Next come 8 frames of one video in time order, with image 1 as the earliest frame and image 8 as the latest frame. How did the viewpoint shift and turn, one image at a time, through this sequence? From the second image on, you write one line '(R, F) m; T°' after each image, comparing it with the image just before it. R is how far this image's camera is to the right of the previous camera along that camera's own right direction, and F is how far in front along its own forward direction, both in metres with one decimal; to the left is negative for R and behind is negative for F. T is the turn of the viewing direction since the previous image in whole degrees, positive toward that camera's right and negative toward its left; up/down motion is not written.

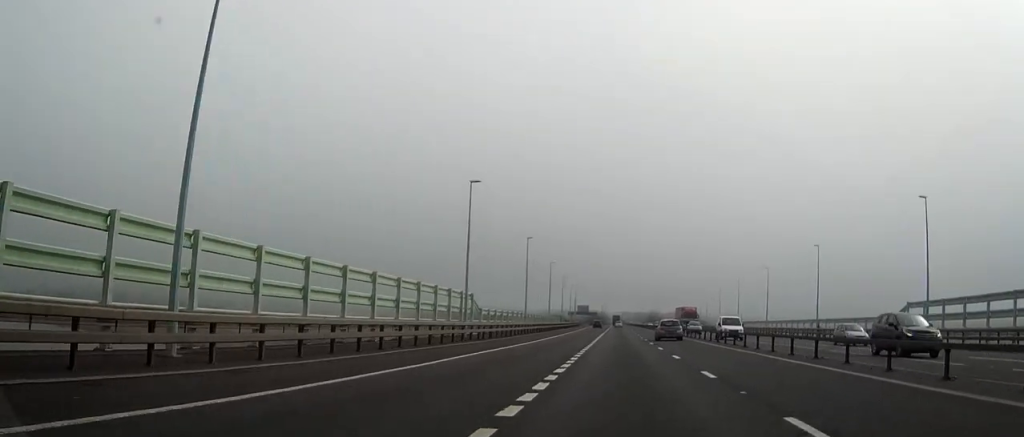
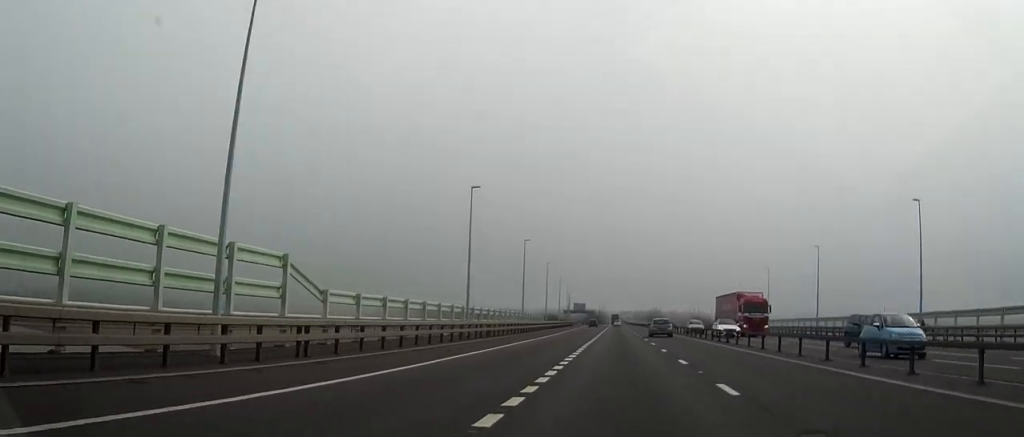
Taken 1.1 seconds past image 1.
(0.0, +30.5) m; 0°
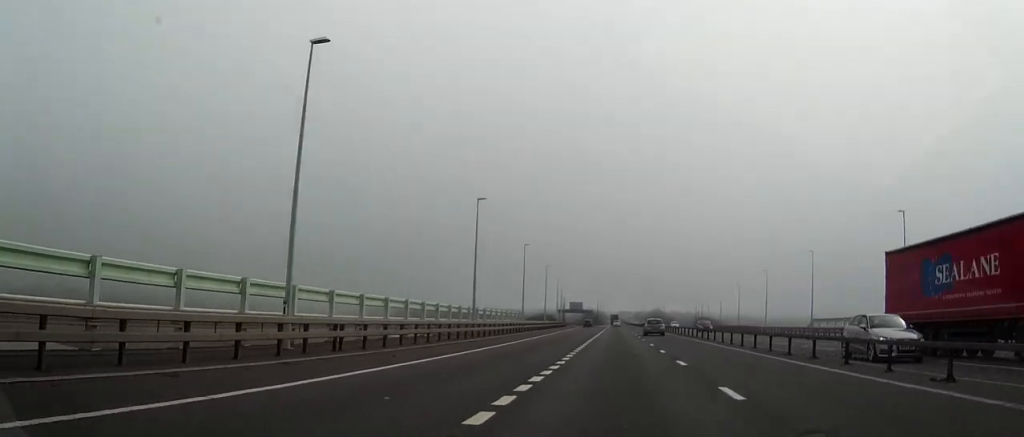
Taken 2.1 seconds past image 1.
(0.0, +27.7) m; 0°
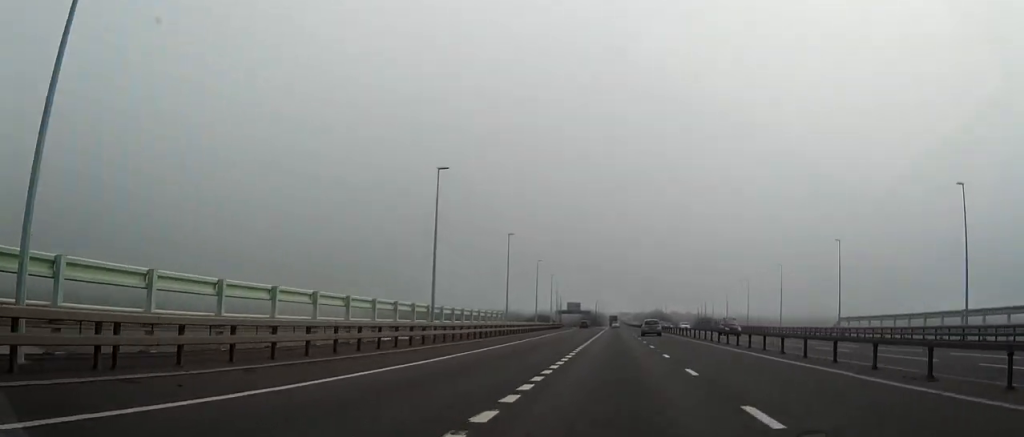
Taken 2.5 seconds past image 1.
(0.0, +12.0) m; 0°
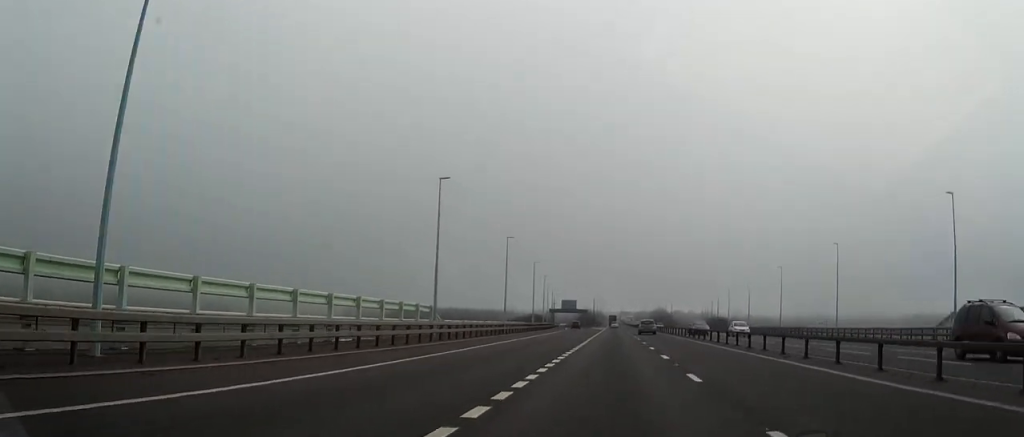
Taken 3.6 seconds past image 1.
(0.0, +29.5) m; 0°
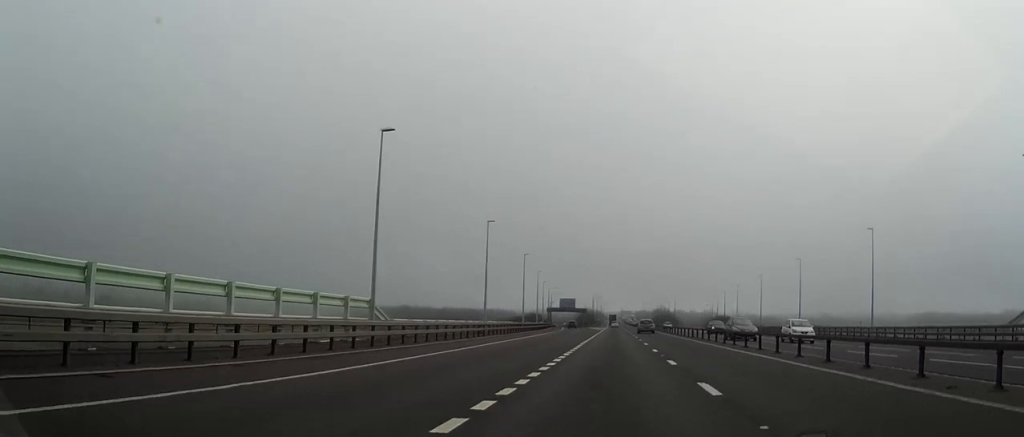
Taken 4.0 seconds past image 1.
(0.0, +12.0) m; 0°
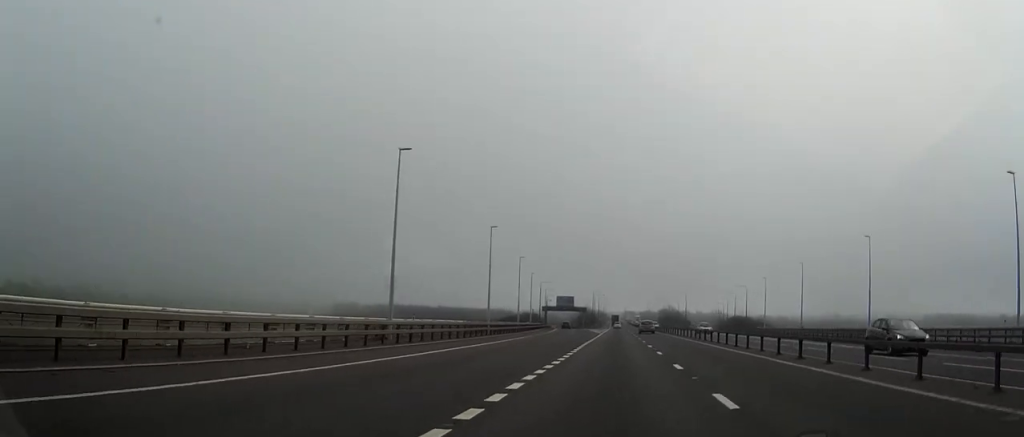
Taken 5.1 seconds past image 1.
(0.0, +28.5) m; 0°
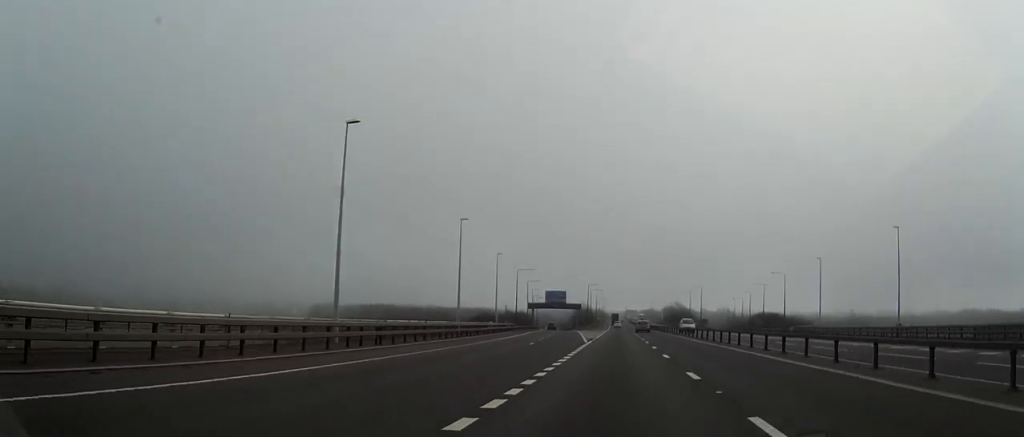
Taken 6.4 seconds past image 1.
(-0.3, +37.7) m; -1°
